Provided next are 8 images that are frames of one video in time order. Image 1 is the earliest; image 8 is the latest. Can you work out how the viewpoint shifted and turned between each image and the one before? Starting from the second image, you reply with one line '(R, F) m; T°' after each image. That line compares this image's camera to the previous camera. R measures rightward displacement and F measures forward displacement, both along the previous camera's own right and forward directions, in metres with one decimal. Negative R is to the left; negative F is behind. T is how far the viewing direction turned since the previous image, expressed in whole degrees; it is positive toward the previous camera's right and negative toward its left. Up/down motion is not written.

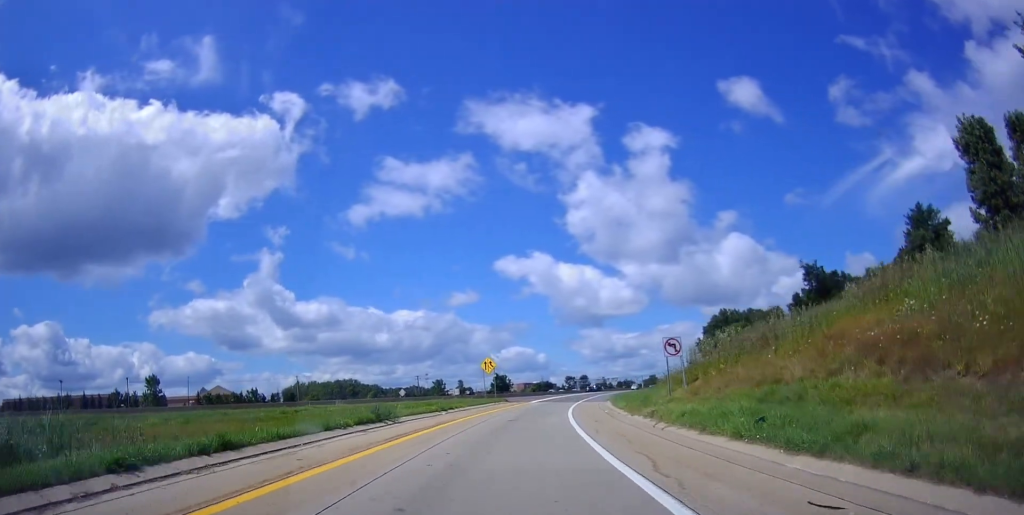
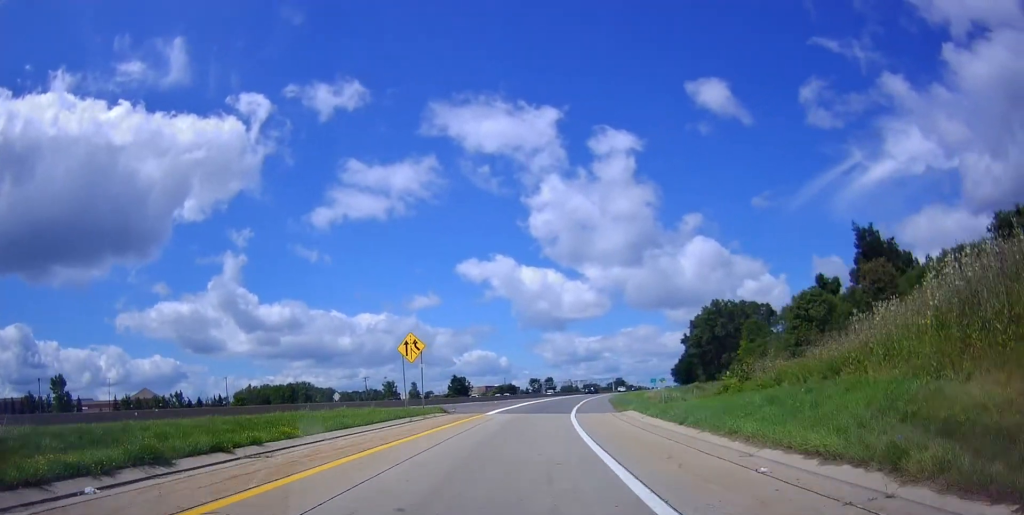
(+0.7, +24.6) m; +2°
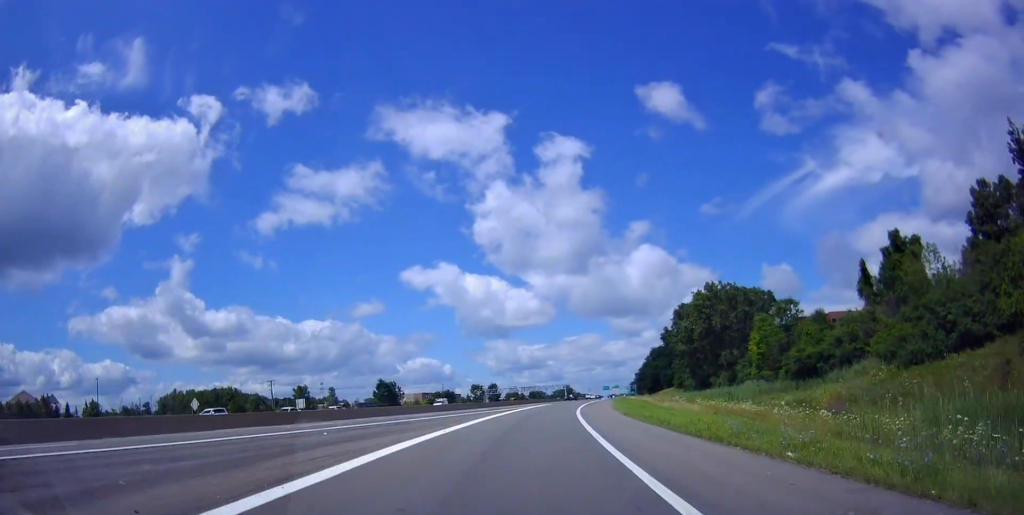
(+0.8, +35.8) m; +4°
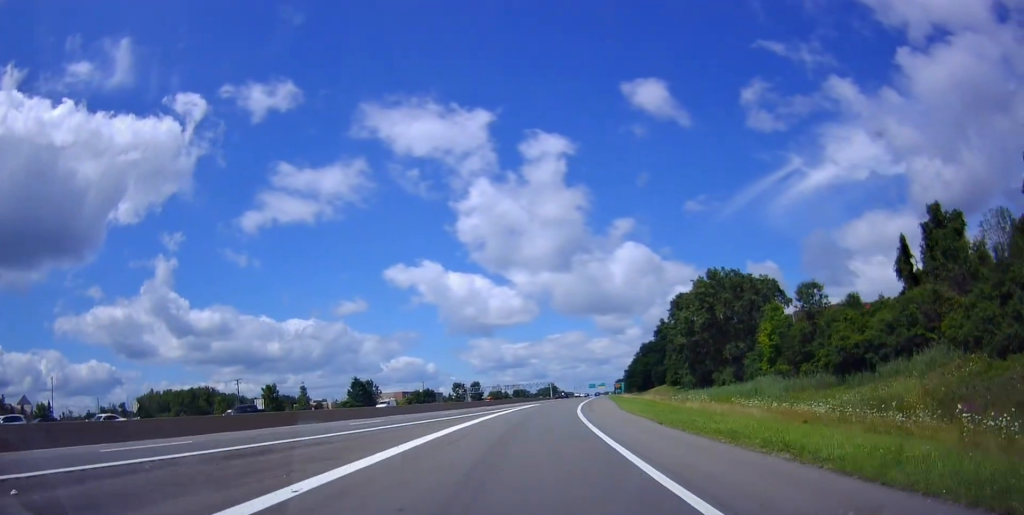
(+0.1, +11.3) m; +2°
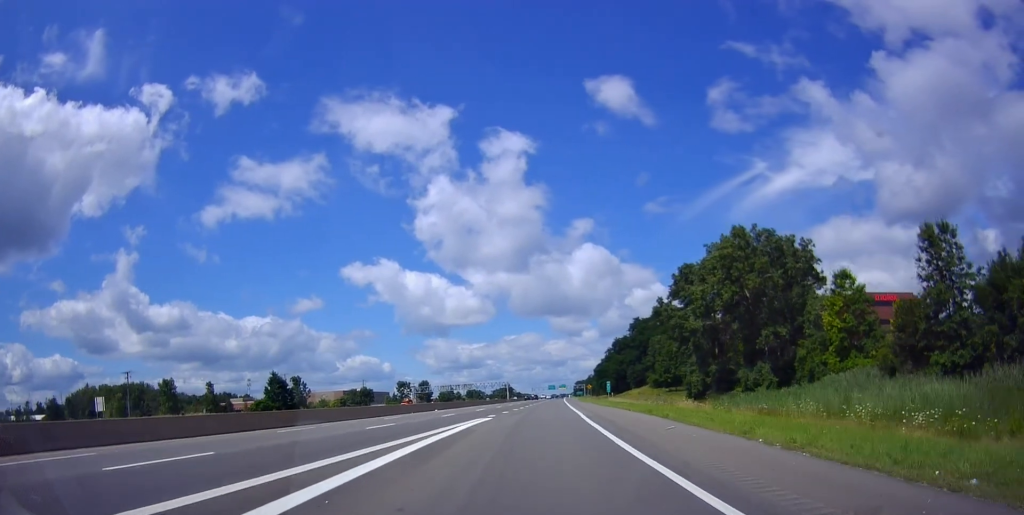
(+1.4, +32.2) m; +5°
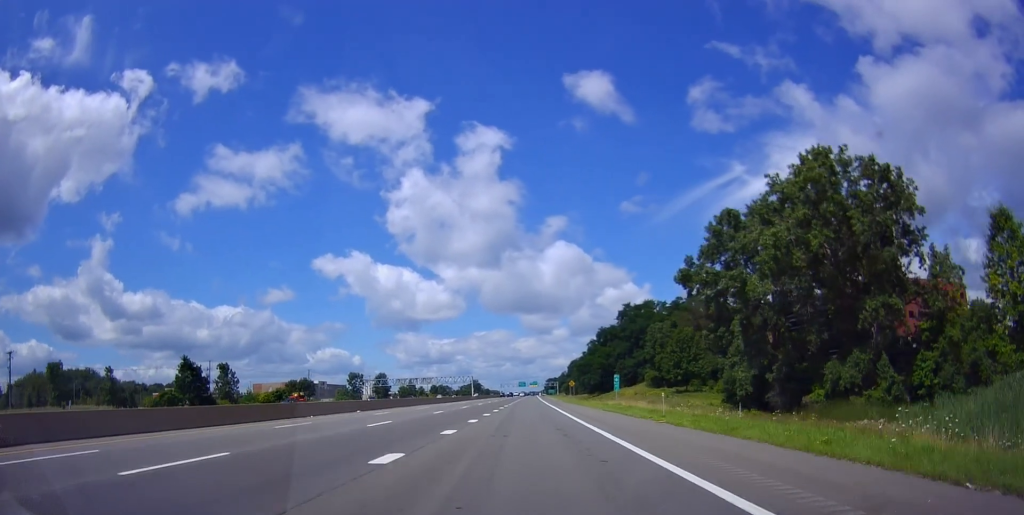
(+1.5, +30.5) m; +4°
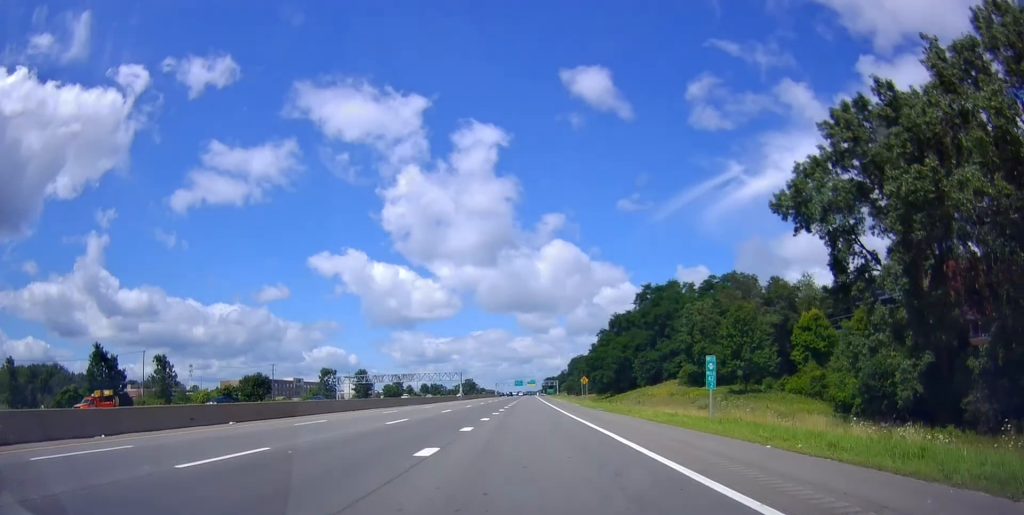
(+0.4, +29.1) m; +2°
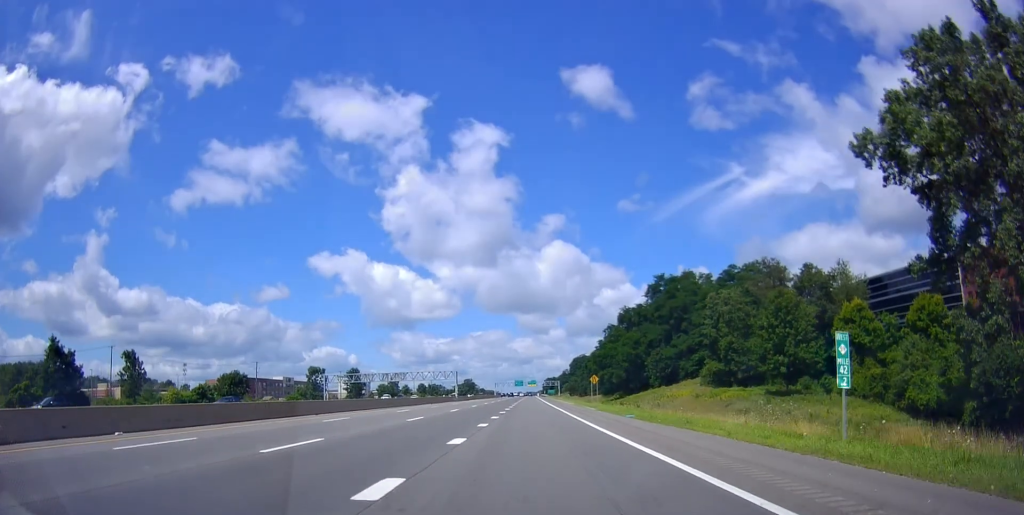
(-0.2, +12.1) m; +1°
